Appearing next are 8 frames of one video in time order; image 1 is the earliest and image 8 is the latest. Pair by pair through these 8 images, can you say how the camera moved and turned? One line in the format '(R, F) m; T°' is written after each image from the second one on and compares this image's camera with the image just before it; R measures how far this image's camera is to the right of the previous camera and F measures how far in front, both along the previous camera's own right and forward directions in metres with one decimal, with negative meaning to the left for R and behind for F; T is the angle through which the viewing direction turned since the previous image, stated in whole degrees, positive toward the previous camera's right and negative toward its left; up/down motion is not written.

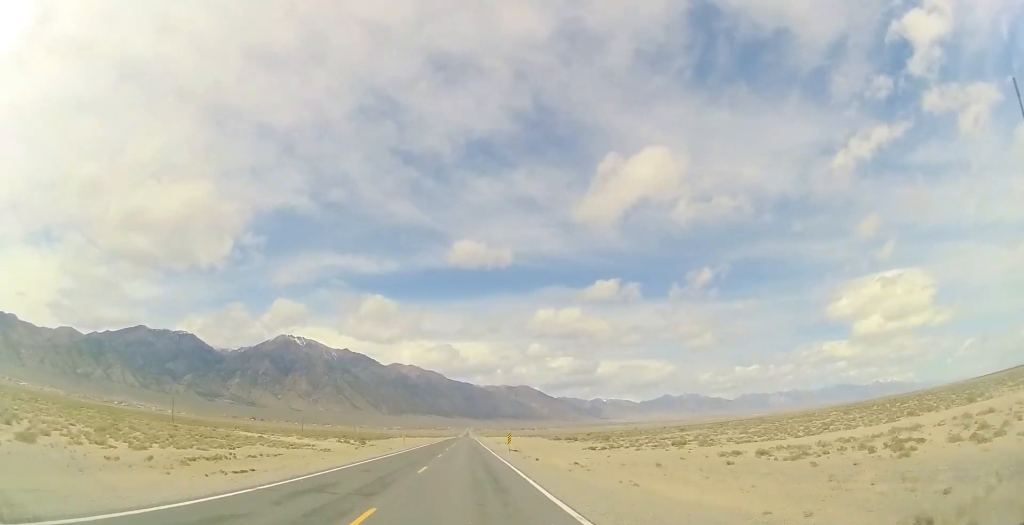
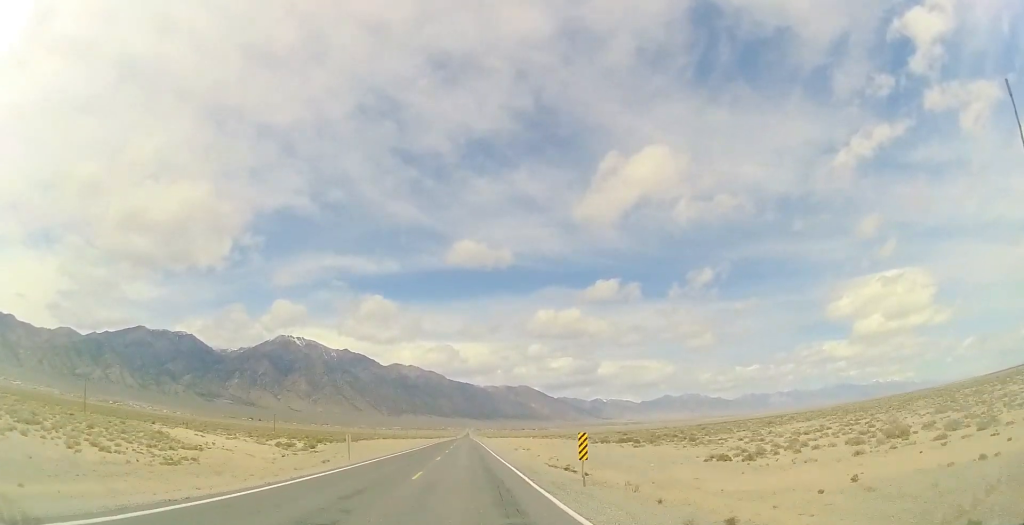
(0.0, +29.6) m; 0°
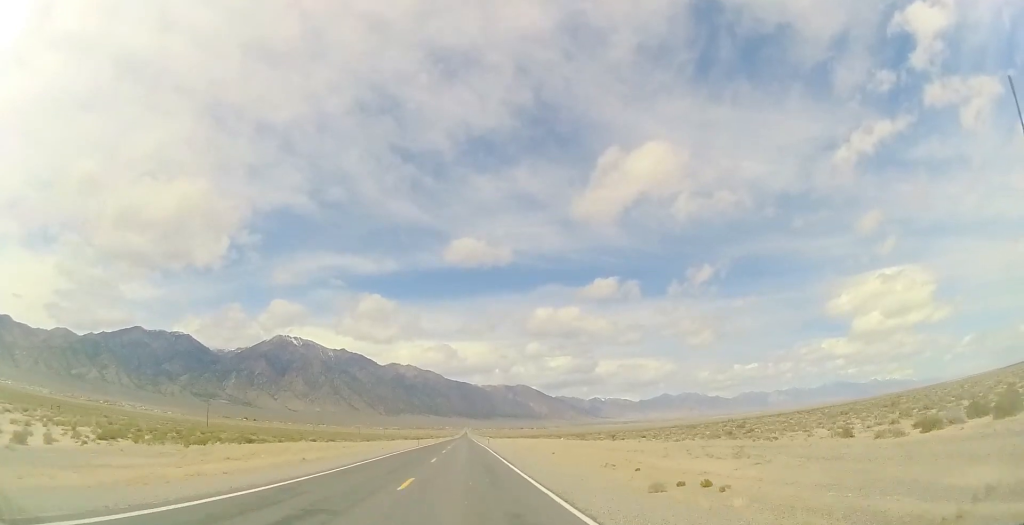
(-0.3, +44.5) m; 0°
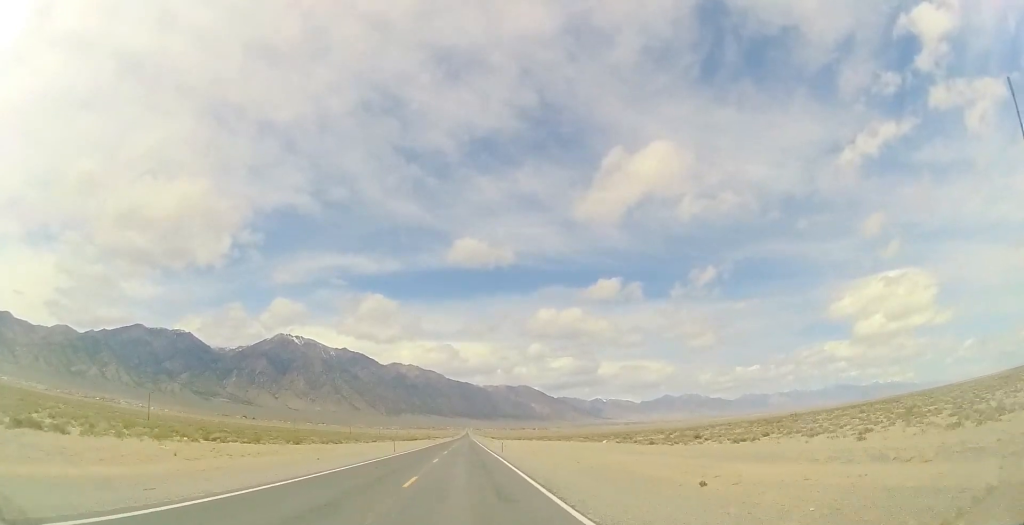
(0.0, +26.3) m; 0°
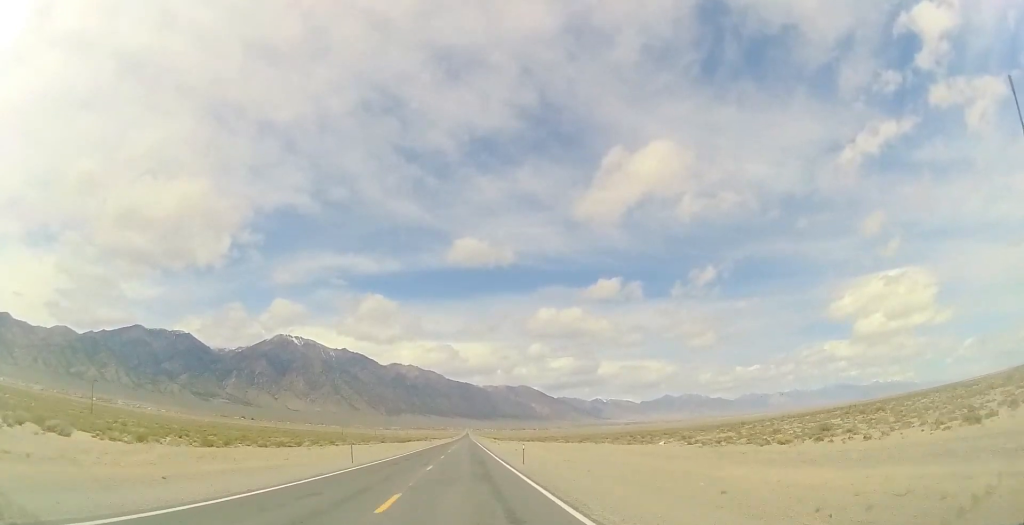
(0.0, +18.4) m; 0°
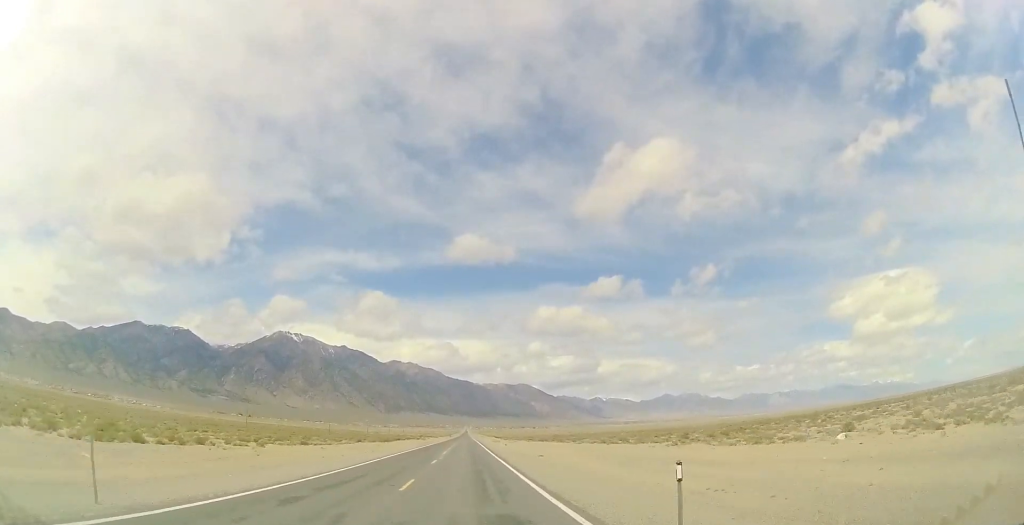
(0.0, +23.0) m; 0°
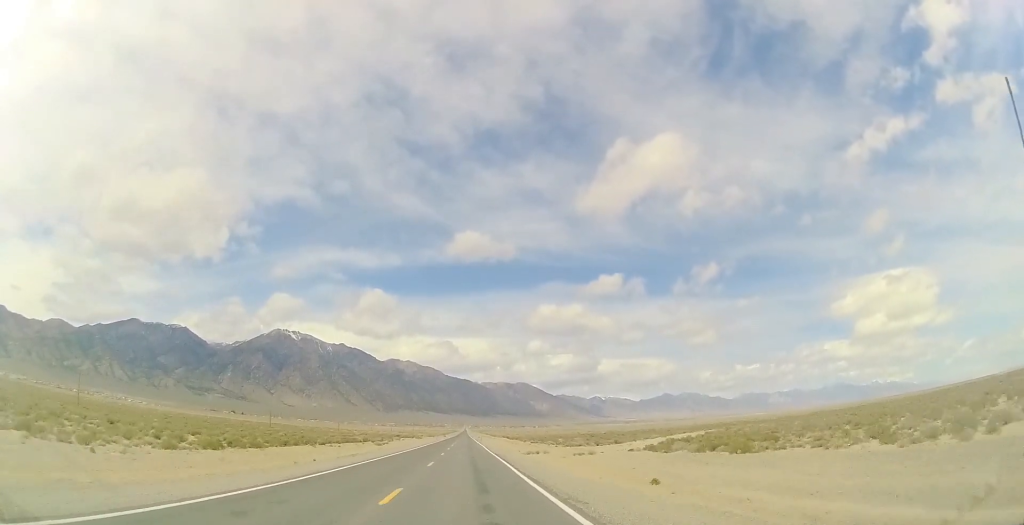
(0.0, +71.4) m; 0°
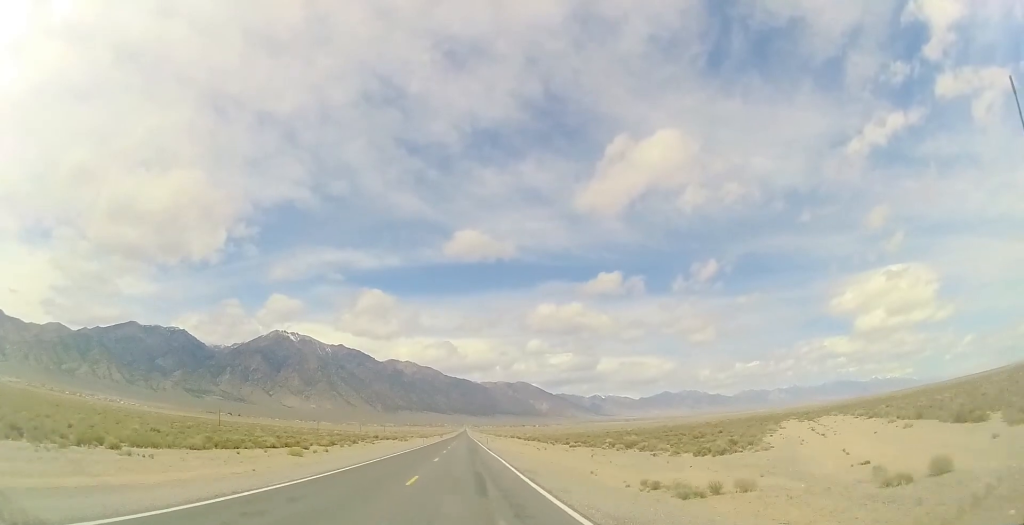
(+0.2, +35.8) m; 0°
